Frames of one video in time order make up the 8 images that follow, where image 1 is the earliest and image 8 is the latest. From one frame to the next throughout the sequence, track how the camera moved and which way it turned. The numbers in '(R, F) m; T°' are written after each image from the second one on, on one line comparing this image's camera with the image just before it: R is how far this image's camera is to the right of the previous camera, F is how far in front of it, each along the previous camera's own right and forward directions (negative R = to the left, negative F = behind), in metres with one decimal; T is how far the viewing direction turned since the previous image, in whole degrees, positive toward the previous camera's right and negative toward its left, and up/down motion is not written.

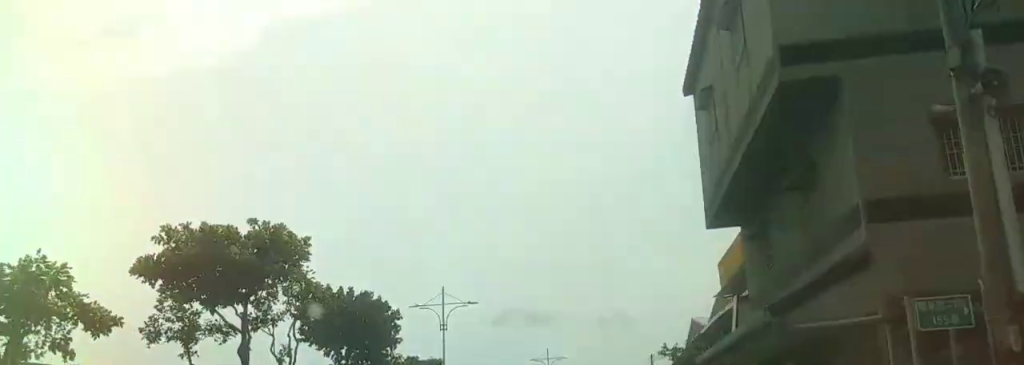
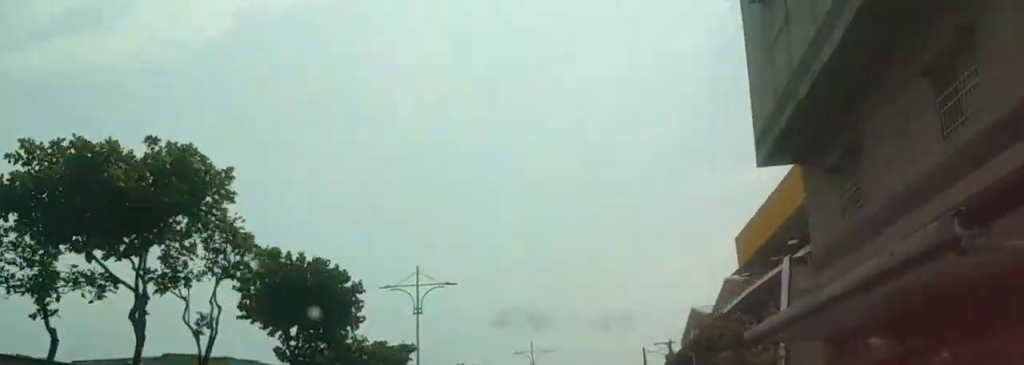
(-0.1, +5.0) m; +2°
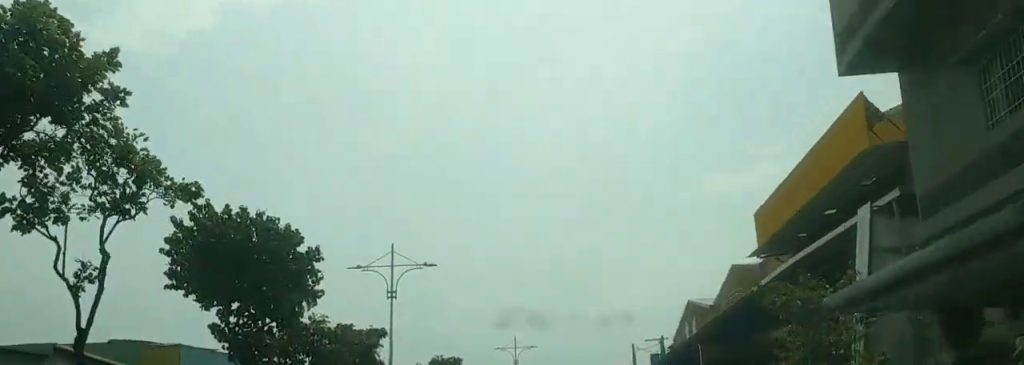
(-0.2, +5.0) m; +2°
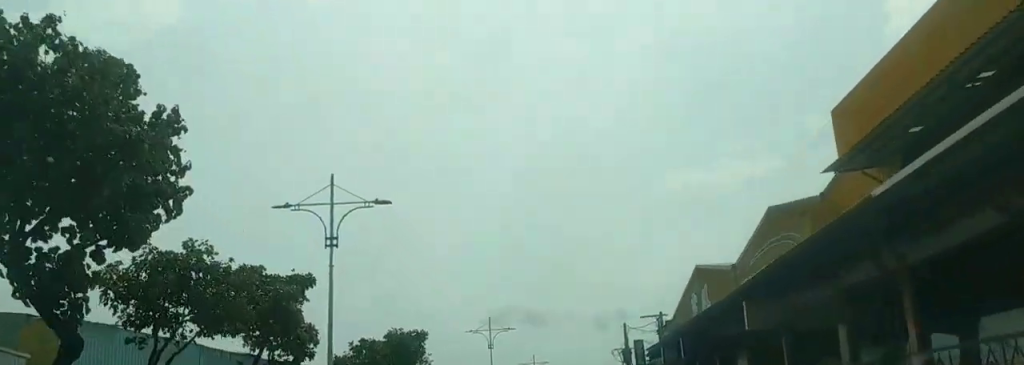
(+1.0, +9.8) m; +3°
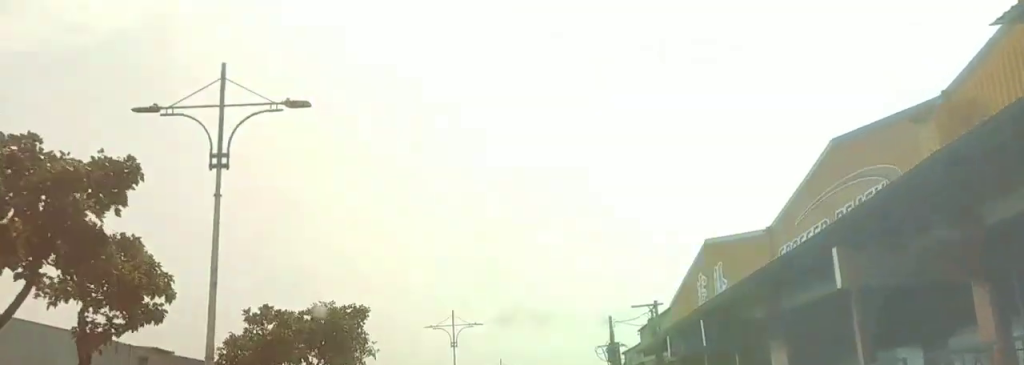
(-0.1, +9.7) m; +1°
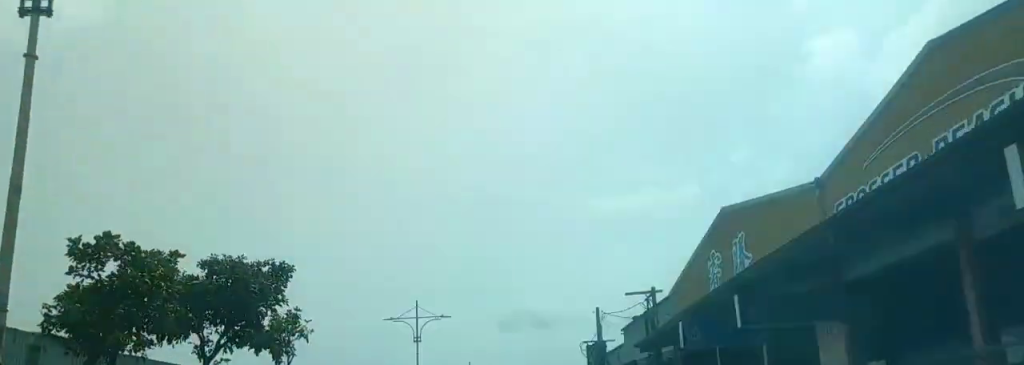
(0.0, +7.0) m; +1°
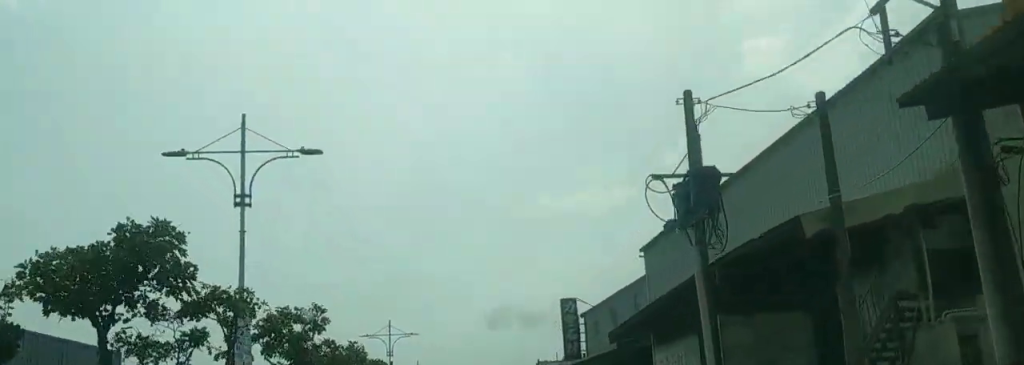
(+0.3, +27.6) m; 0°
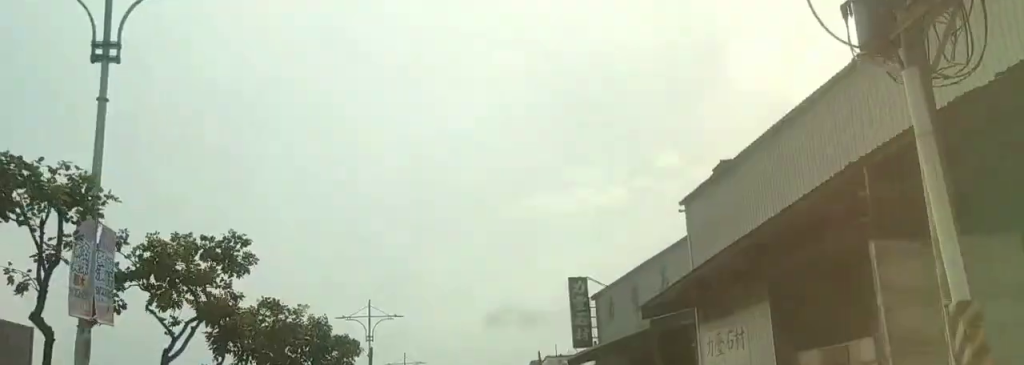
(+0.2, +8.5) m; -1°
